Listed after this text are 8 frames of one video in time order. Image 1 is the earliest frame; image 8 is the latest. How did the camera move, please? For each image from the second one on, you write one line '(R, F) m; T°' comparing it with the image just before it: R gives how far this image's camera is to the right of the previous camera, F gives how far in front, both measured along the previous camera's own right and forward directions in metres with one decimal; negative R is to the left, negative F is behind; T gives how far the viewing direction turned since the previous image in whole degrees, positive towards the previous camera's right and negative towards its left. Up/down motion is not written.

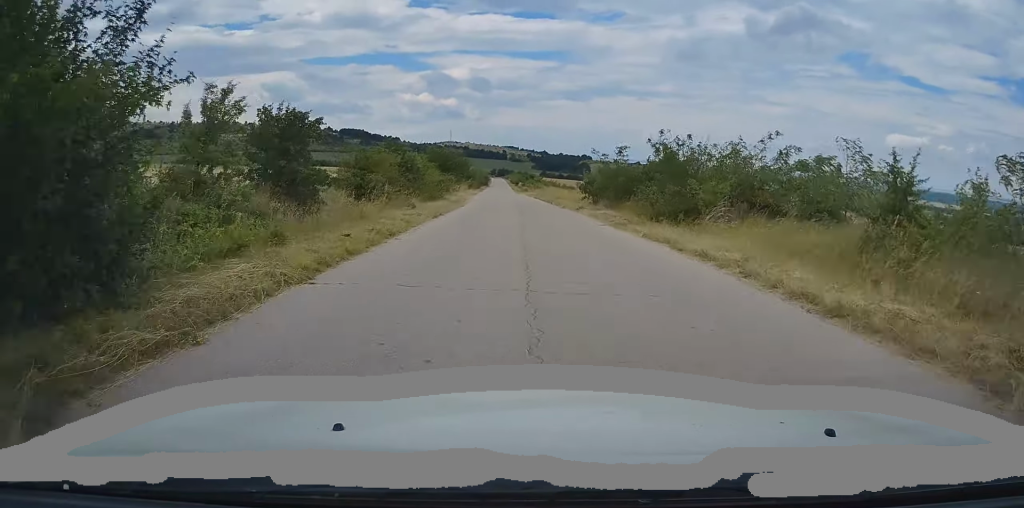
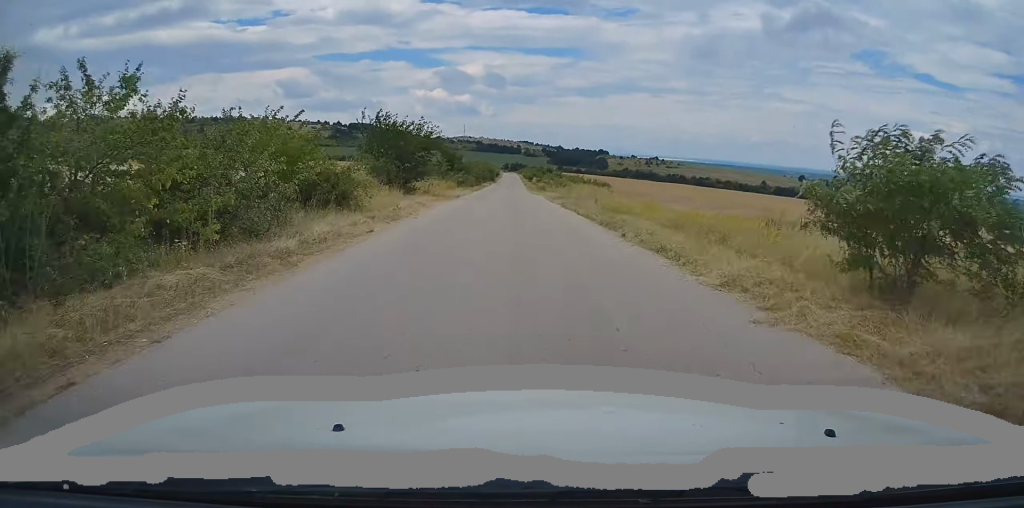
(-0.4, +27.4) m; -1°
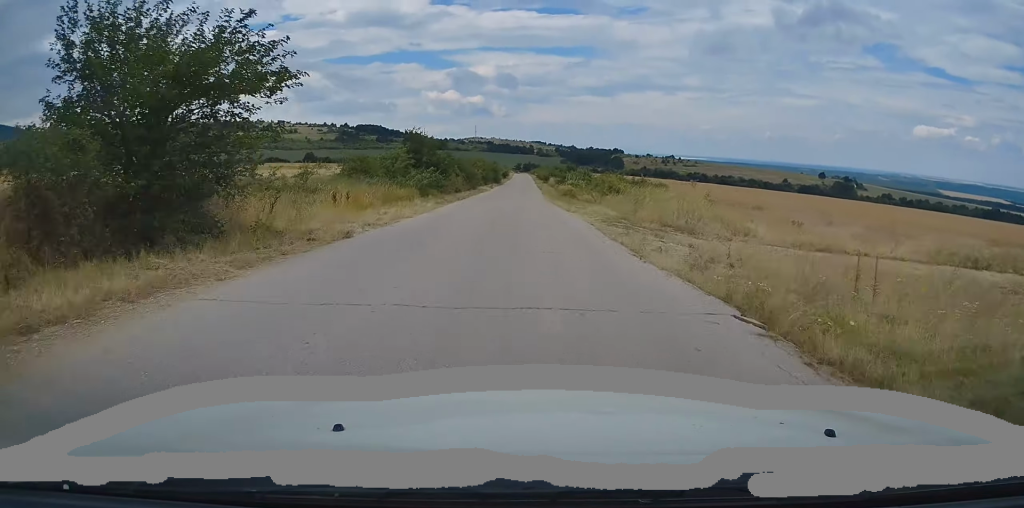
(-0.4, +24.4) m; -2°
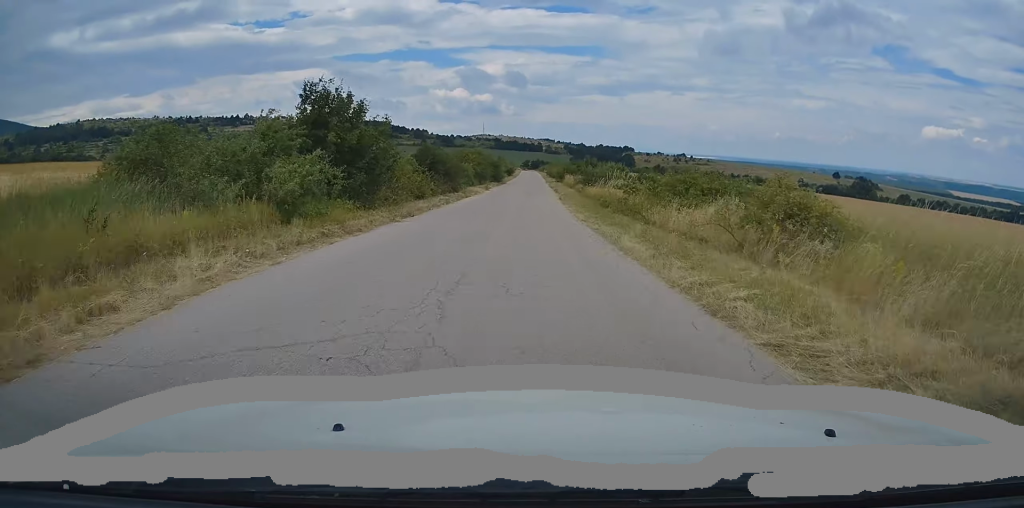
(-0.1, +19.0) m; 0°
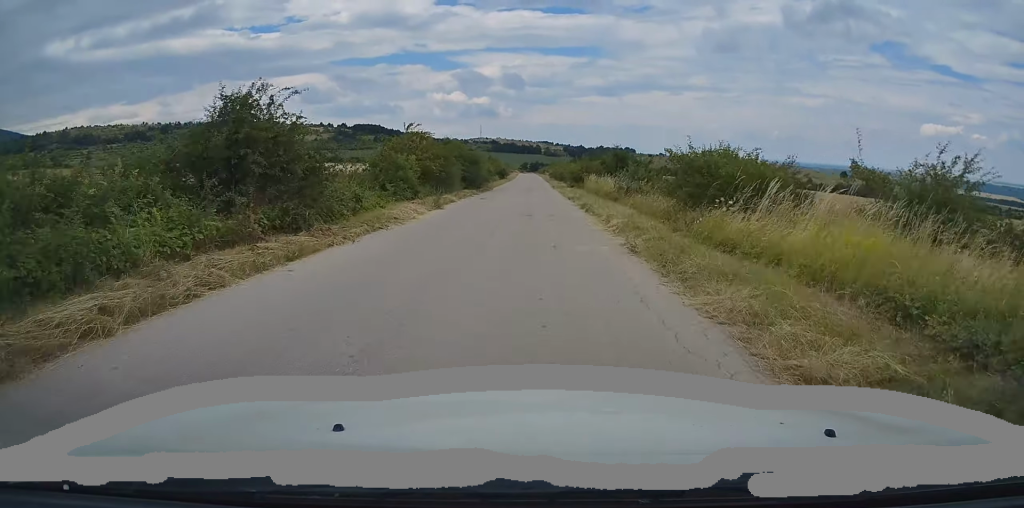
(+0.1, +25.3) m; 0°
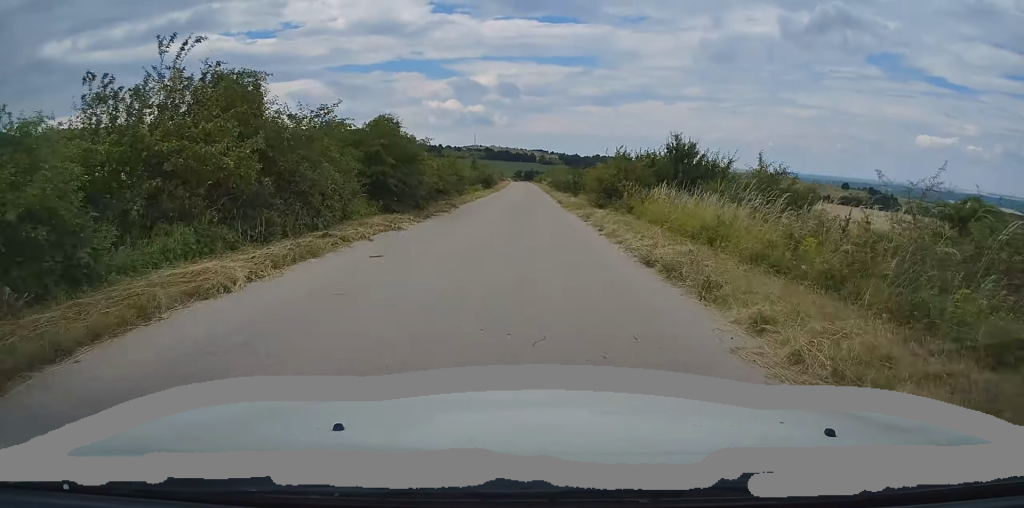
(+0.1, +20.5) m; 0°
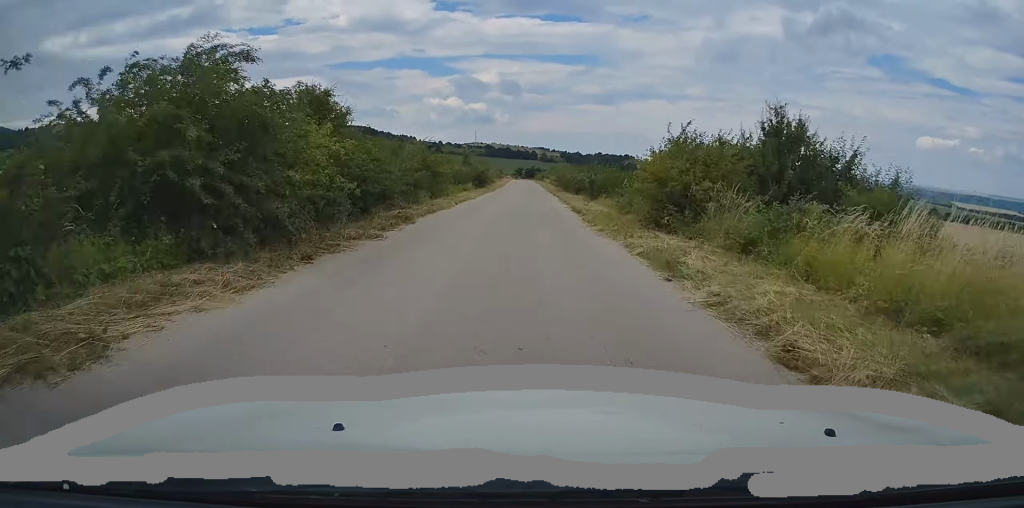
(0.0, +11.3) m; 0°
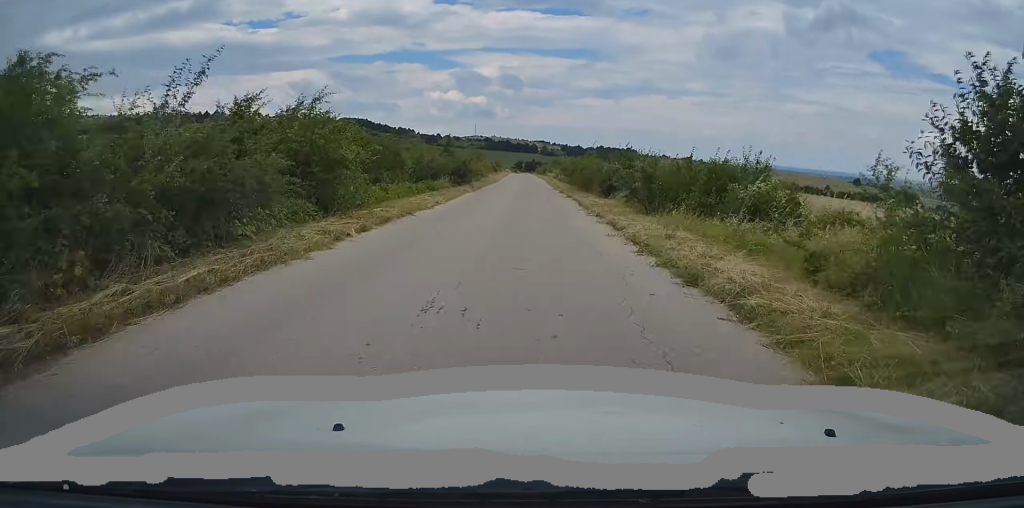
(+0.1, +15.9) m; 0°
